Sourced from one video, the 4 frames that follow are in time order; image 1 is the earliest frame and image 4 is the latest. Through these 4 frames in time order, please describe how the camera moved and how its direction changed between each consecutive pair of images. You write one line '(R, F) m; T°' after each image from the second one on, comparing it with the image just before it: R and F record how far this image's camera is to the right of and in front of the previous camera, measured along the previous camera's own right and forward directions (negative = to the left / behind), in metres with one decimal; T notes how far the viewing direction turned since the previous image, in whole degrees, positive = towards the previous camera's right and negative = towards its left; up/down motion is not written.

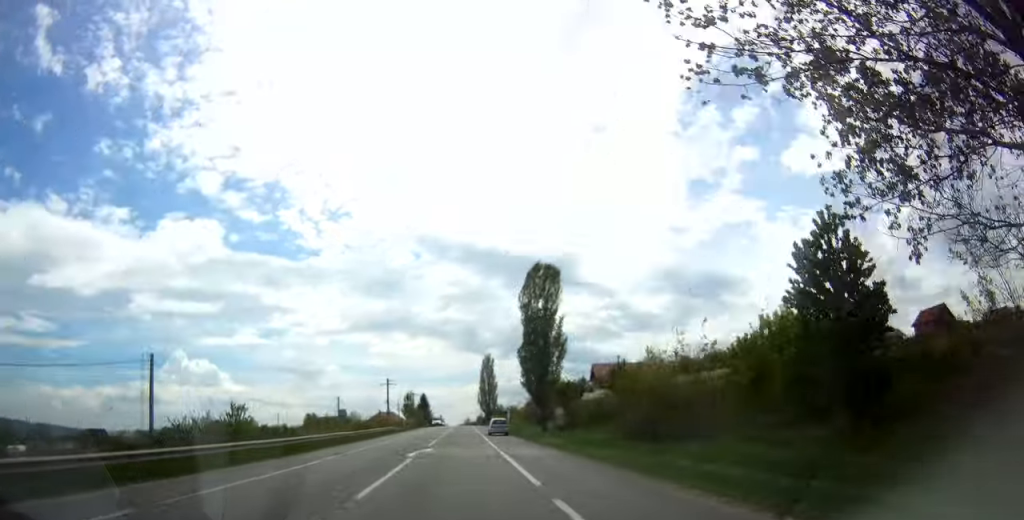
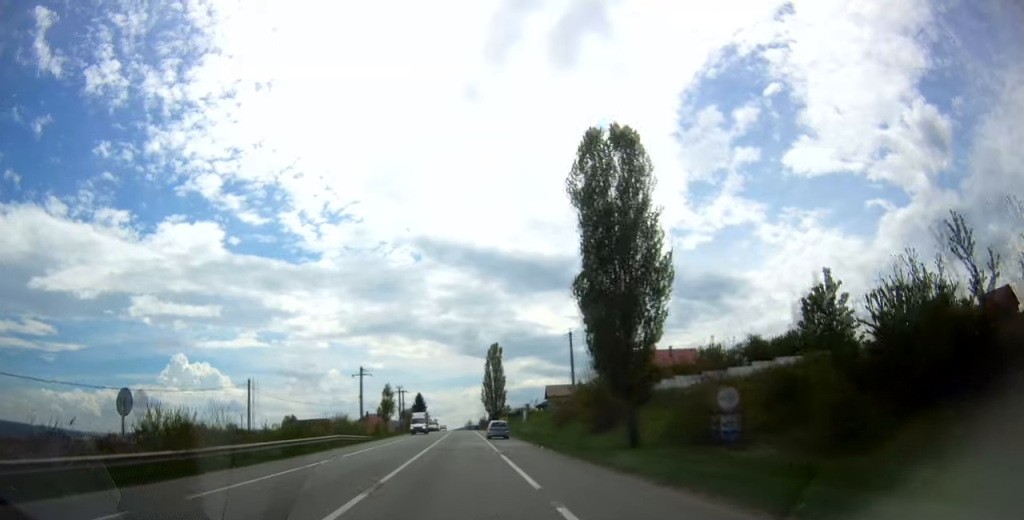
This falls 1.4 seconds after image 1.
(+0.6, +32.7) m; +1°
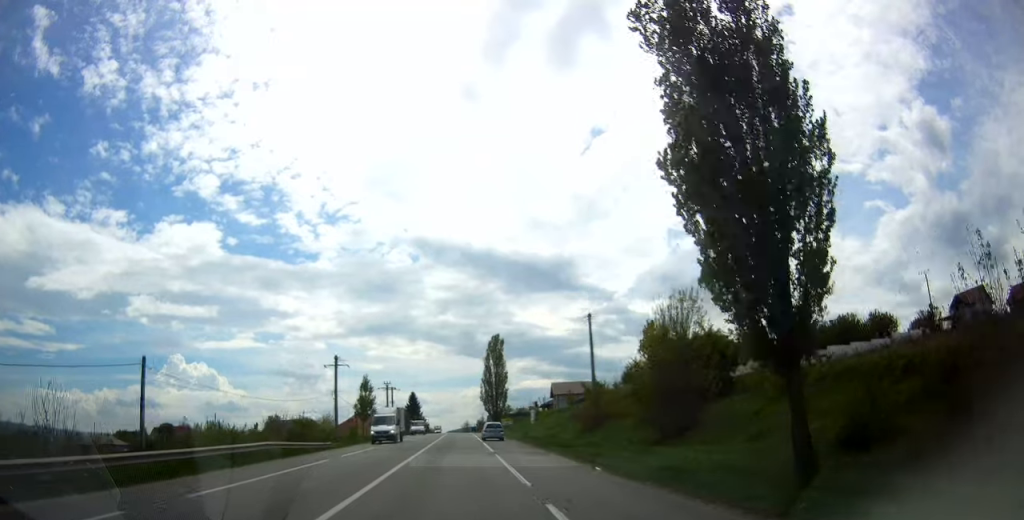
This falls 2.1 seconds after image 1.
(-0.3, +16.3) m; 0°
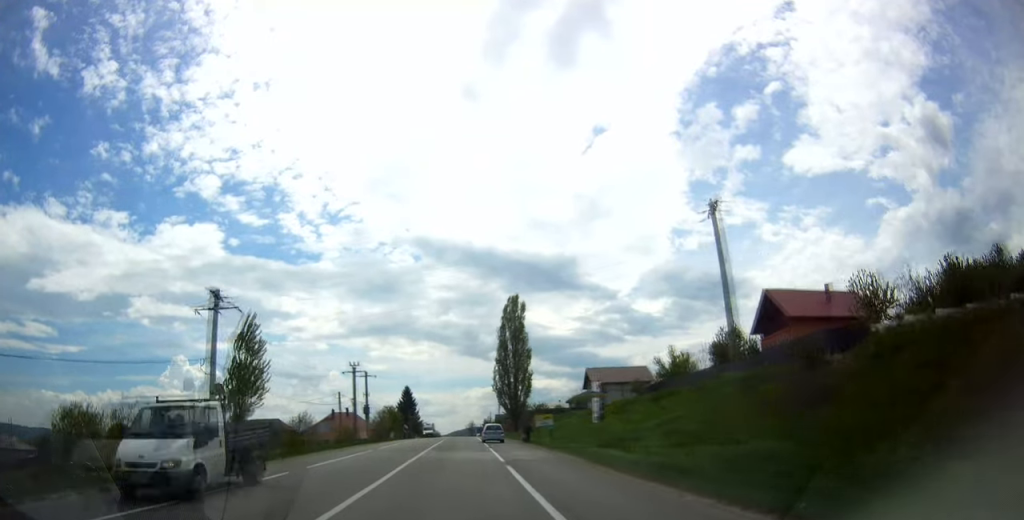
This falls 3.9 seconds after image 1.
(+0.1, +37.6) m; 0°
